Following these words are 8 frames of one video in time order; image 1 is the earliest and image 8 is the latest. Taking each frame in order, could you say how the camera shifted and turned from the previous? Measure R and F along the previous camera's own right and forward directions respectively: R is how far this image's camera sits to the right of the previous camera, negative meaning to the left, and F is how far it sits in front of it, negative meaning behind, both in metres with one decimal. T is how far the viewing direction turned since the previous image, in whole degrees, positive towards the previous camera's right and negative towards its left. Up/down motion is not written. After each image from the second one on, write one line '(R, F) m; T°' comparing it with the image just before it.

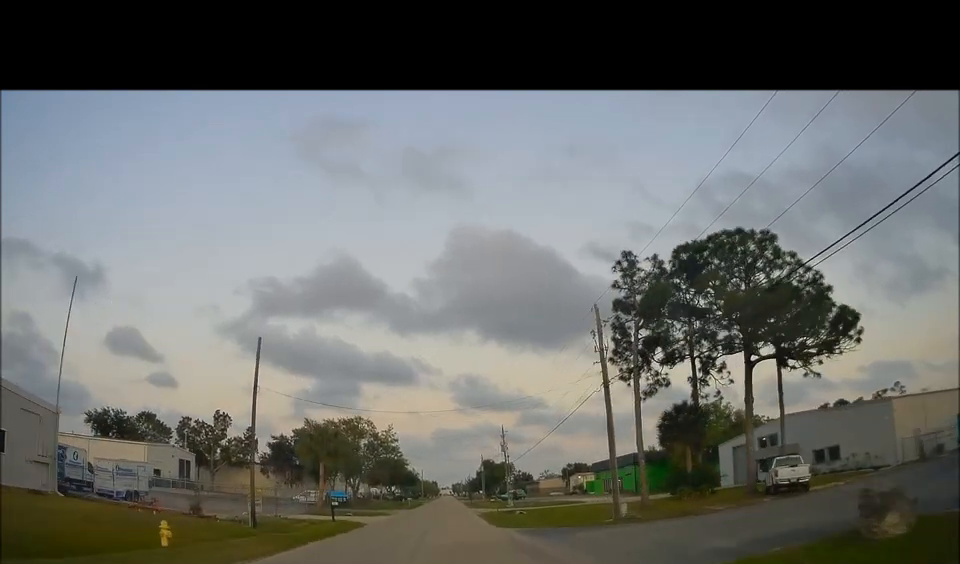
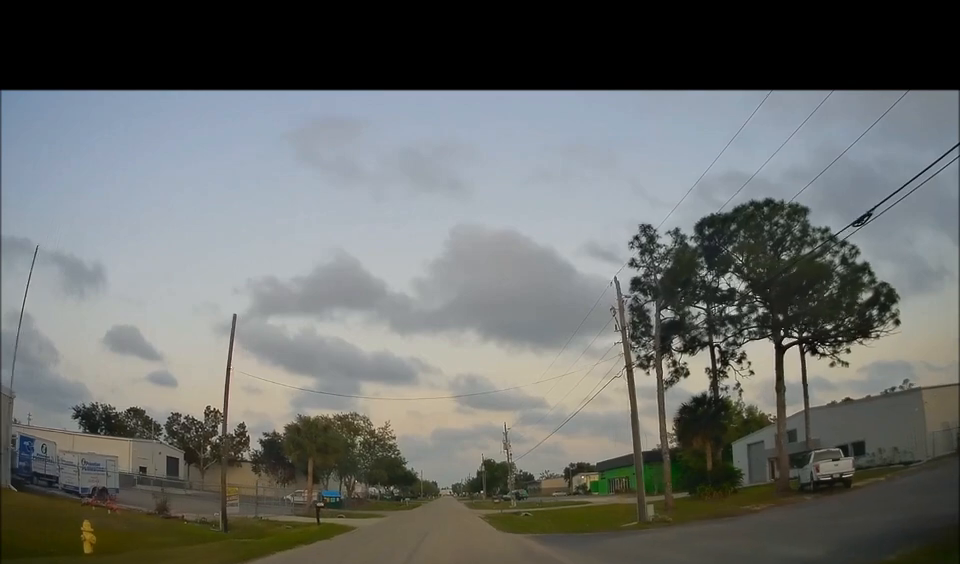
(0.0, +3.6) m; 0°
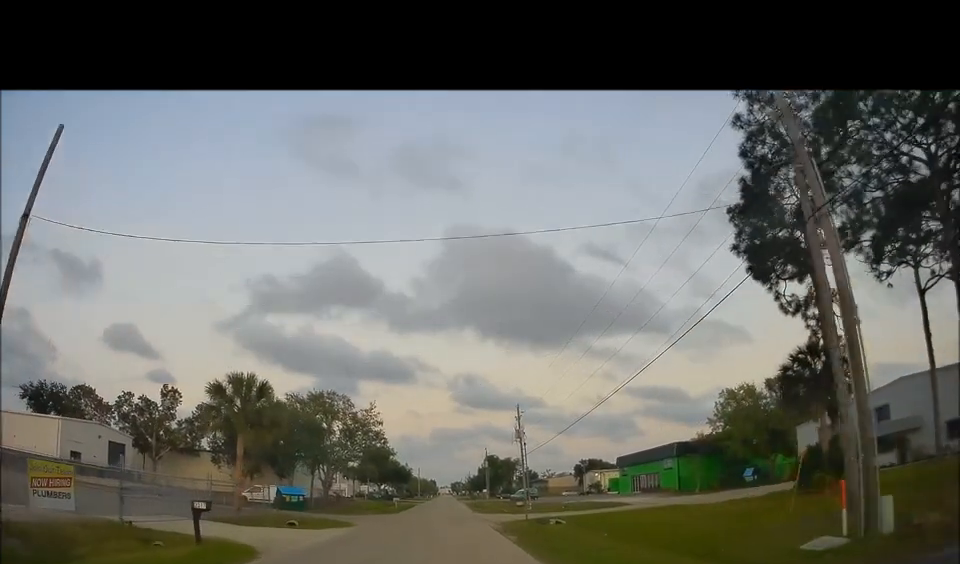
(0.0, +13.9) m; 0°
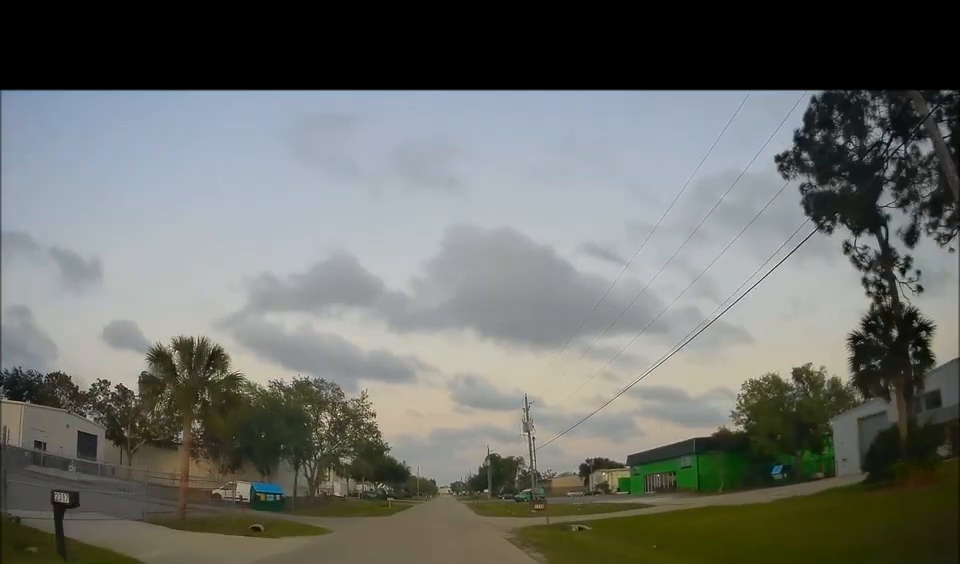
(0.0, +5.7) m; 0°
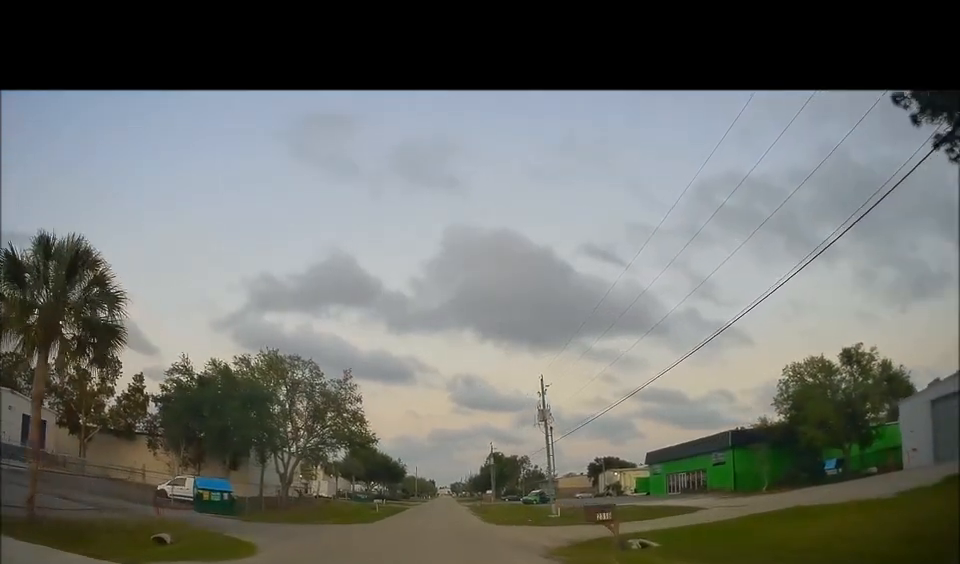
(0.0, +8.6) m; 0°
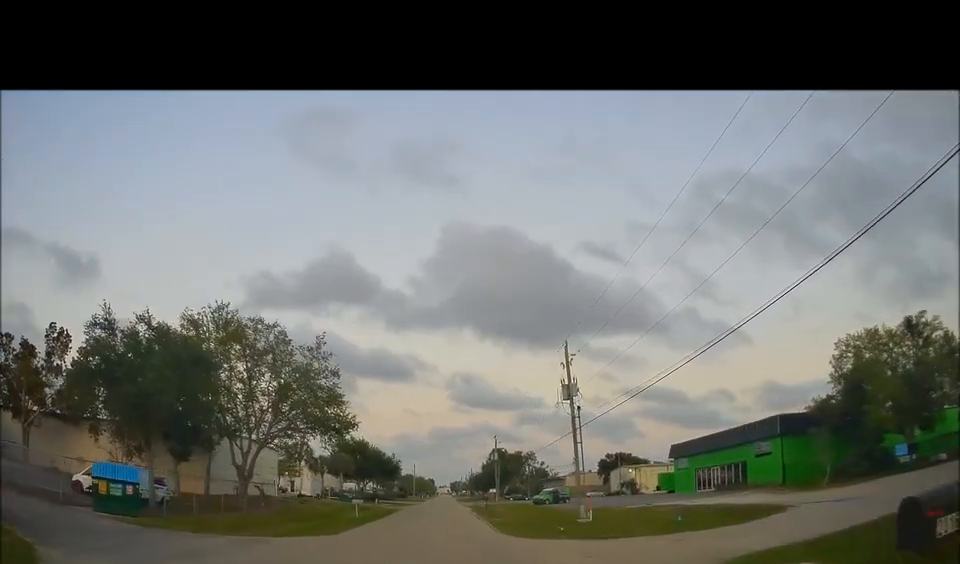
(0.0, +8.9) m; -4°
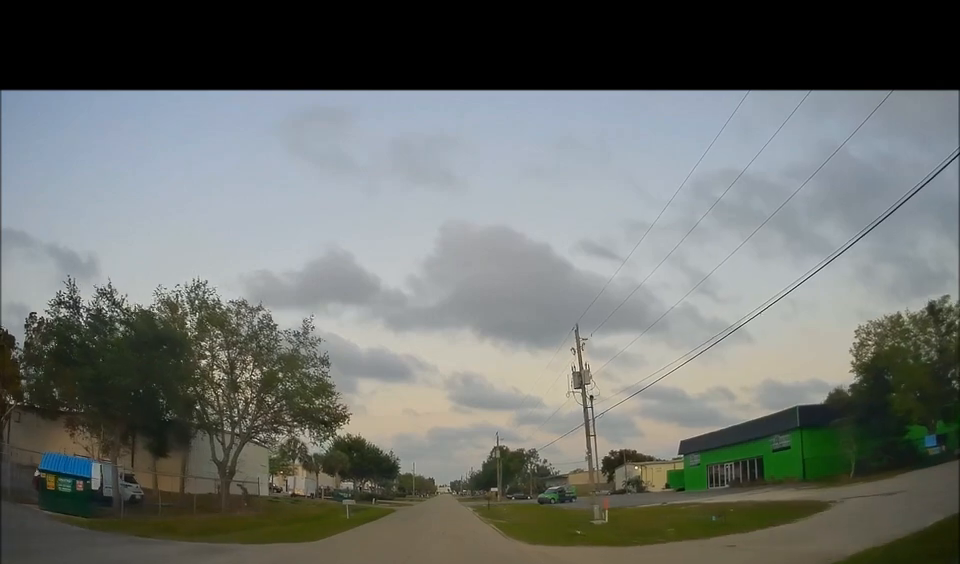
(-0.2, +3.0) m; 0°
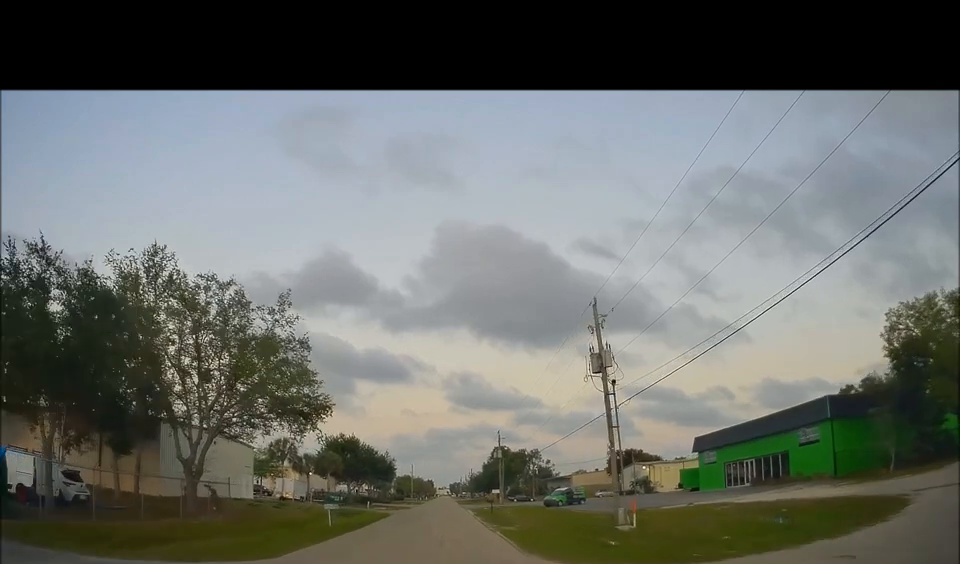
(-0.3, +4.2) m; 0°
